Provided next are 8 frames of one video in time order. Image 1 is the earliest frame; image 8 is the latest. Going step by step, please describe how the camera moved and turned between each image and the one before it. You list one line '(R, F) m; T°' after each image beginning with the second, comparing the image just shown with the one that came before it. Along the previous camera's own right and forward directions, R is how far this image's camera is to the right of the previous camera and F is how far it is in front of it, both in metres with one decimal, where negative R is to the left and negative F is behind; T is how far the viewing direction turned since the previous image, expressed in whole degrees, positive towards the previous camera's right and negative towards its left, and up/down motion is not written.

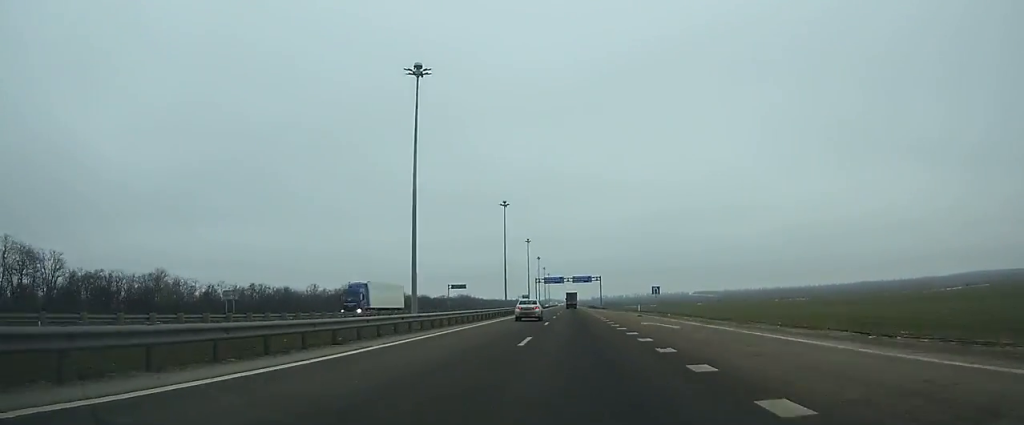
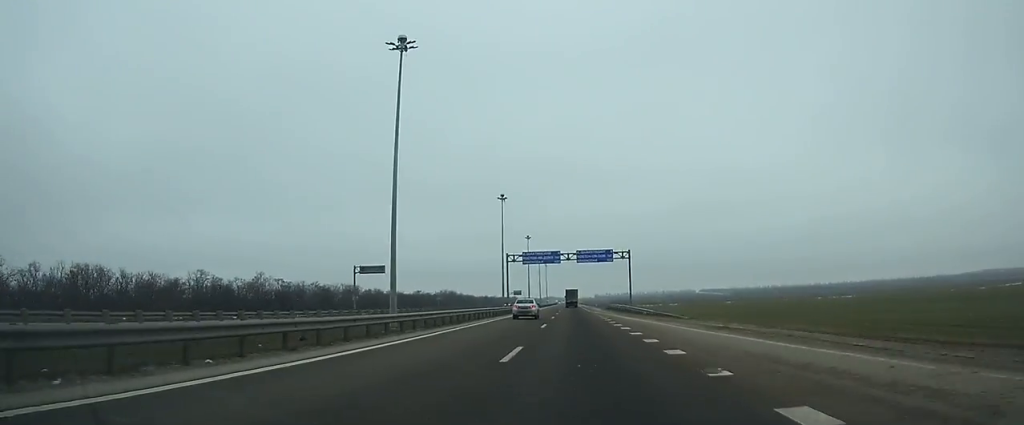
(-0.1, +69.0) m; 0°
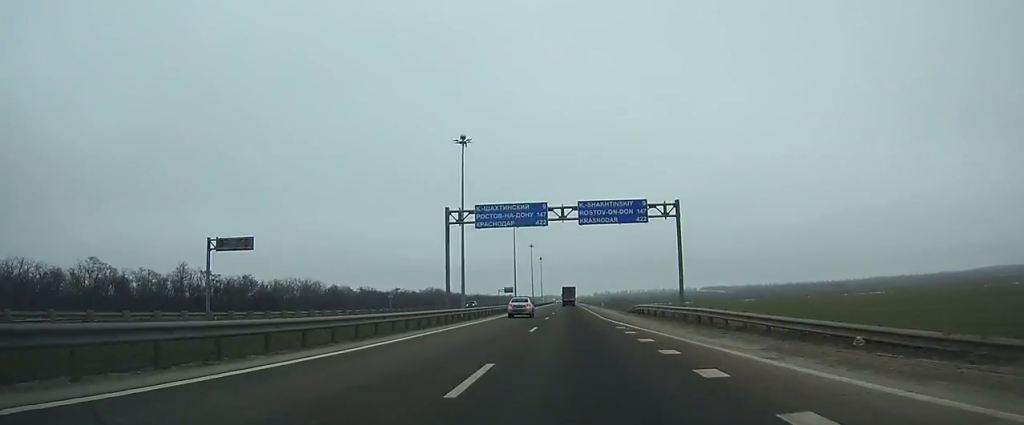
(-0.1, +36.8) m; 0°
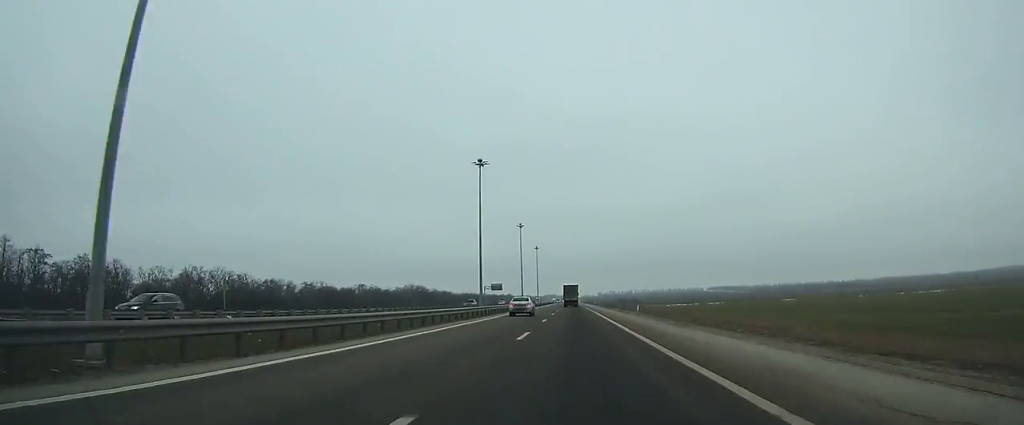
(-0.1, +53.0) m; 0°
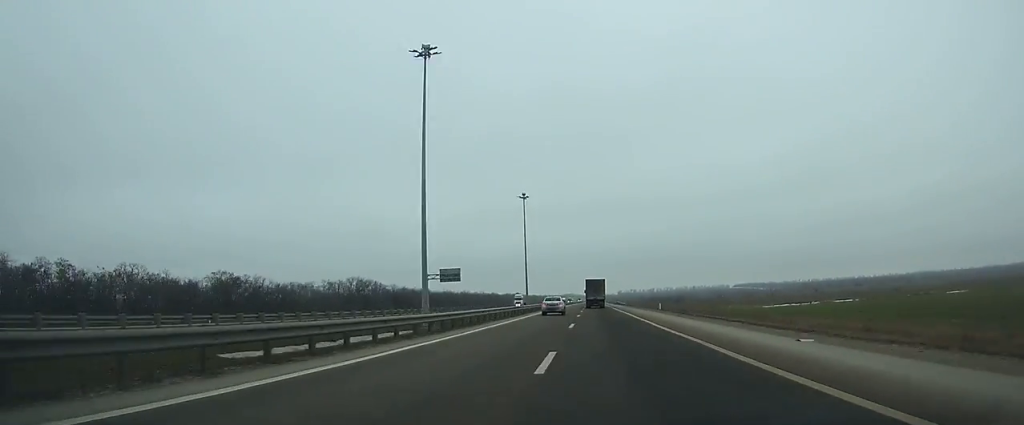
(-0.8, +103.7) m; -1°
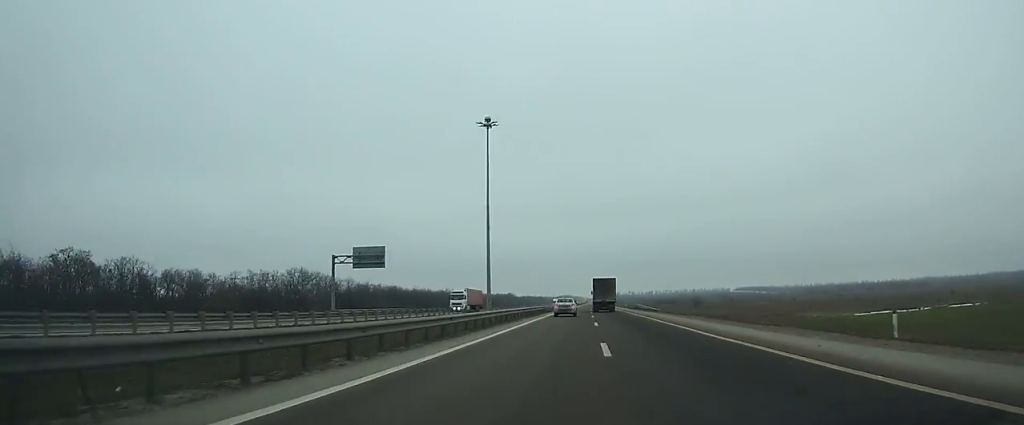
(-0.4, +44.4) m; 0°
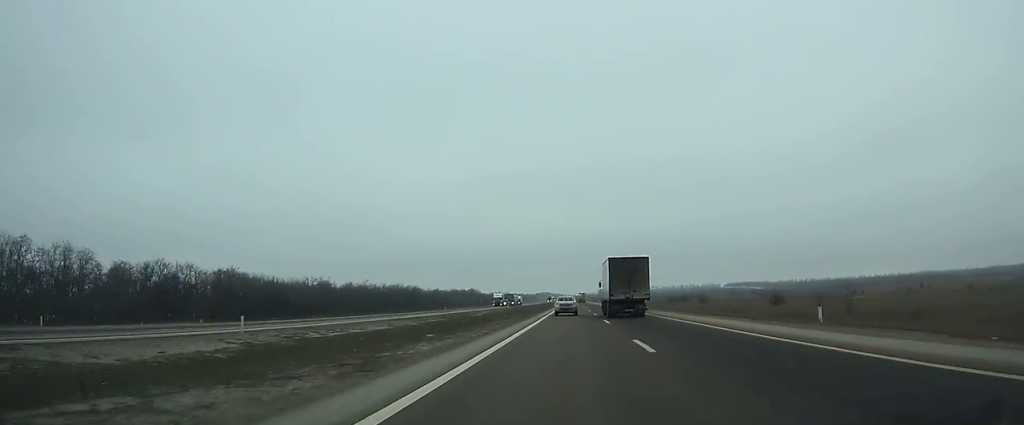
(+1.5, +110.3) m; +1°
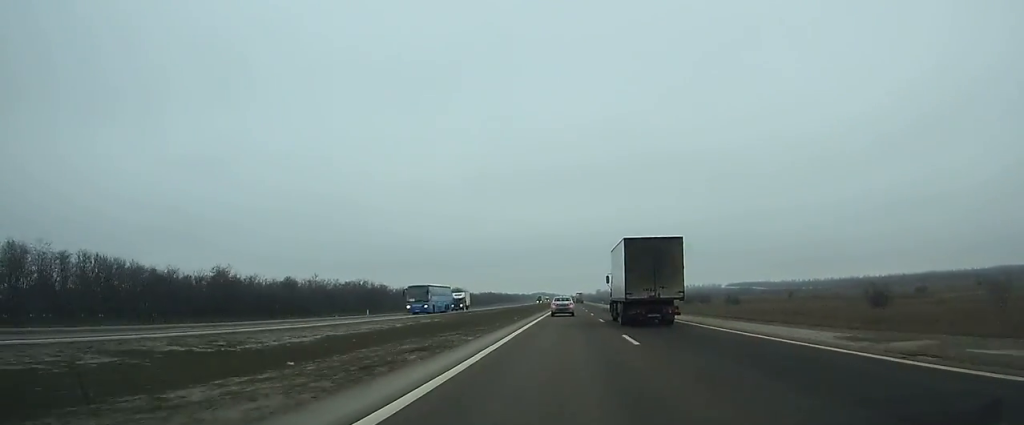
(+0.2, +45.5) m; 0°
